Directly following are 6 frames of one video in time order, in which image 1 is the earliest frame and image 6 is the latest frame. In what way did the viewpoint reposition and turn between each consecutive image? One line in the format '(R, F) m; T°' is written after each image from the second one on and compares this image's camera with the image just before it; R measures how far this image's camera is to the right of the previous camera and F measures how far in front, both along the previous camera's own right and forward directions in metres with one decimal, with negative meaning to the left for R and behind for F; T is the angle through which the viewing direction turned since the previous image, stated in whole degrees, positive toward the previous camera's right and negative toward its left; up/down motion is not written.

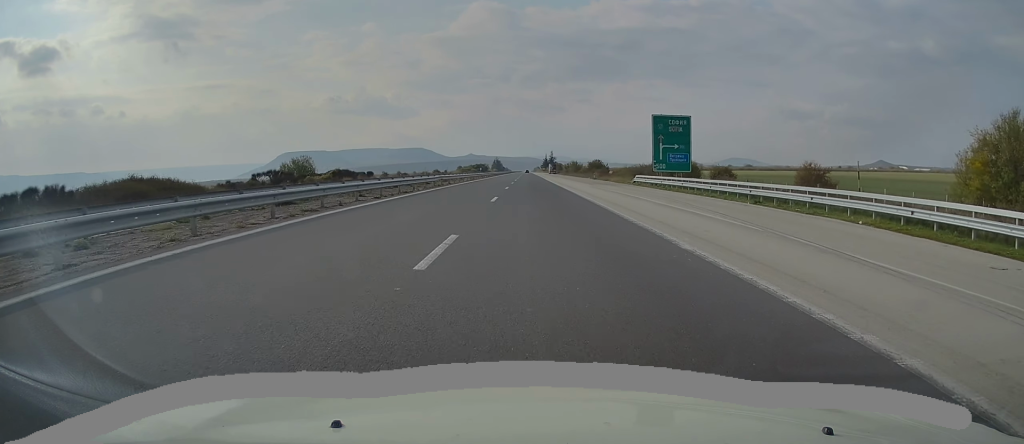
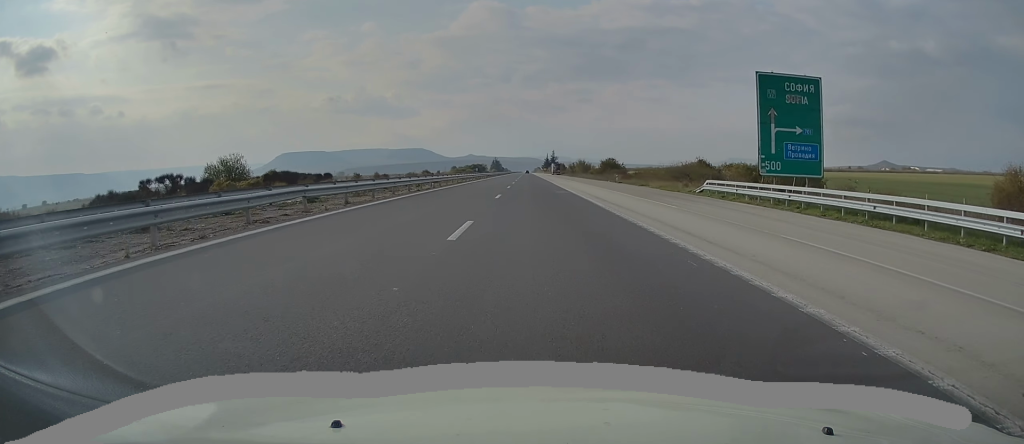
(-0.2, +29.4) m; 0°
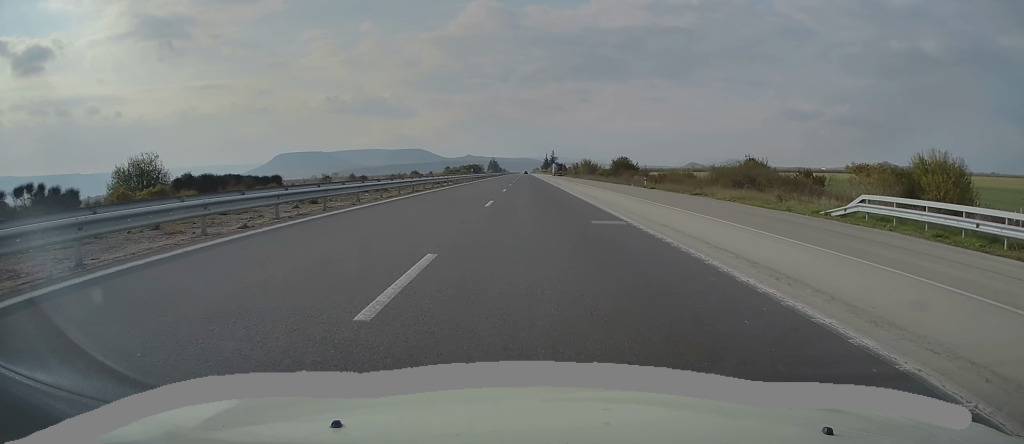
(+0.3, +22.0) m; +1°
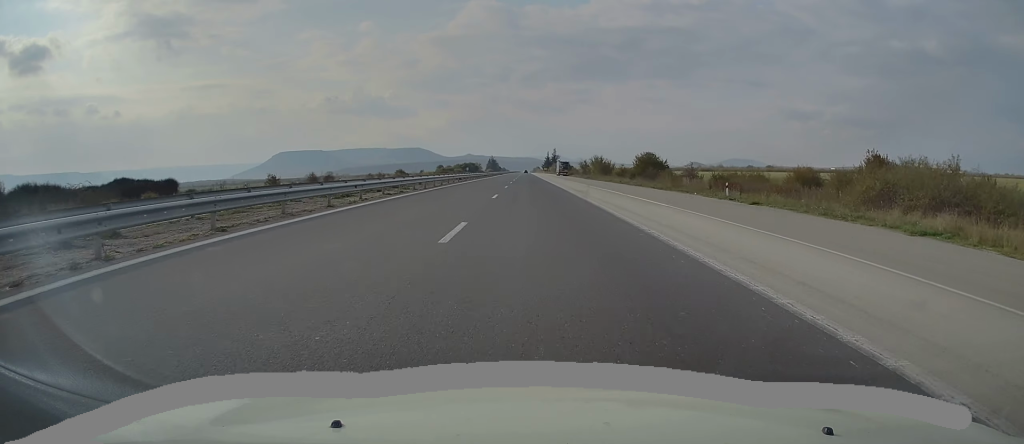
(0.0, +27.3) m; -1°
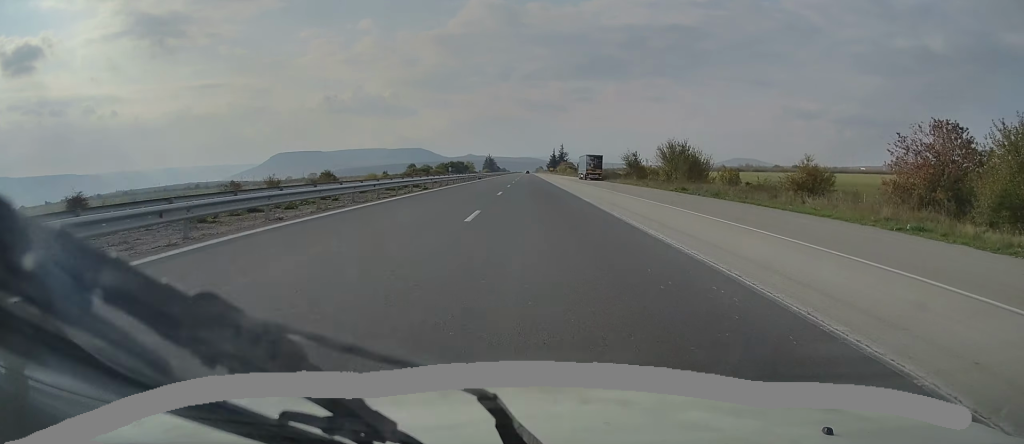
(0.0, +77.1) m; +1°
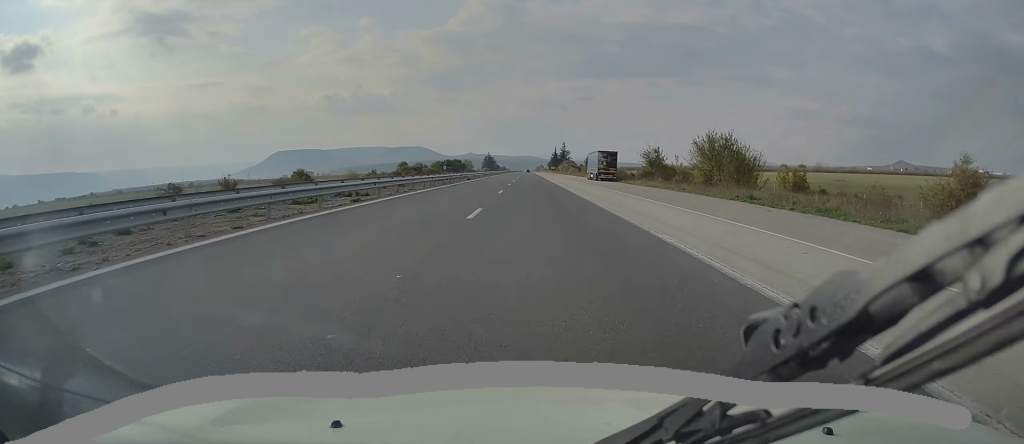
(0.0, +15.9) m; 0°
